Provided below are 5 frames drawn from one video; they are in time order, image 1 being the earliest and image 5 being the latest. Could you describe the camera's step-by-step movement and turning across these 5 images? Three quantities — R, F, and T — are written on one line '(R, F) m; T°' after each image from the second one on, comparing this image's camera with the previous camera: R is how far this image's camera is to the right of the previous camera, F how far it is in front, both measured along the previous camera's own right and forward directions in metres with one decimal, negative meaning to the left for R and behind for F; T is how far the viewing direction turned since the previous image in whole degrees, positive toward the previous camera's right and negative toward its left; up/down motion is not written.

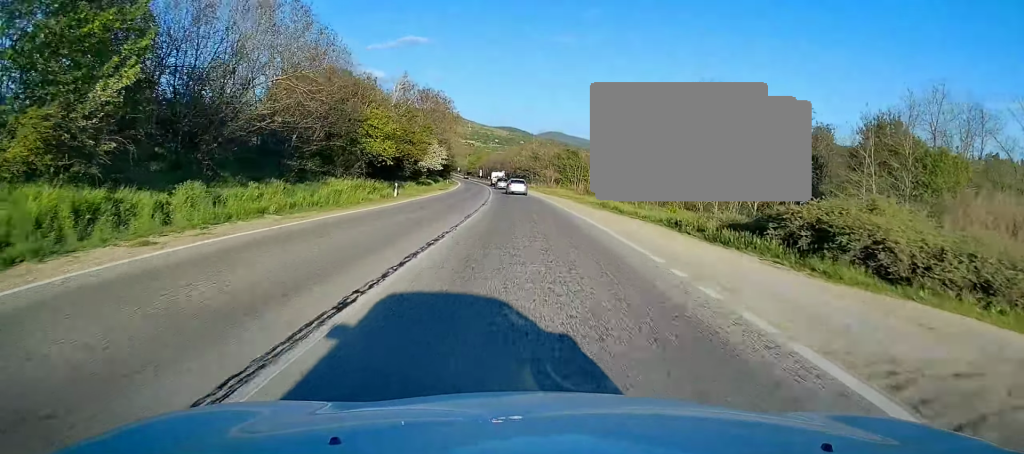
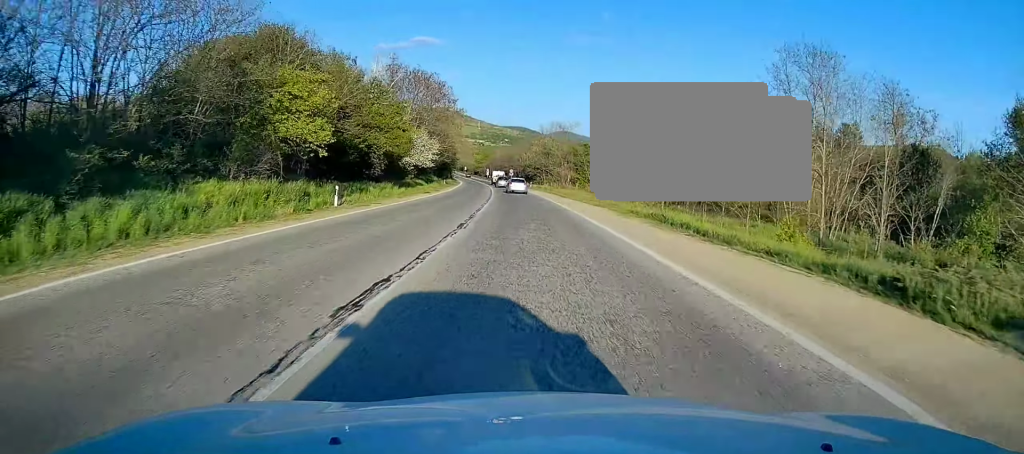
(0.0, +14.6) m; -1°
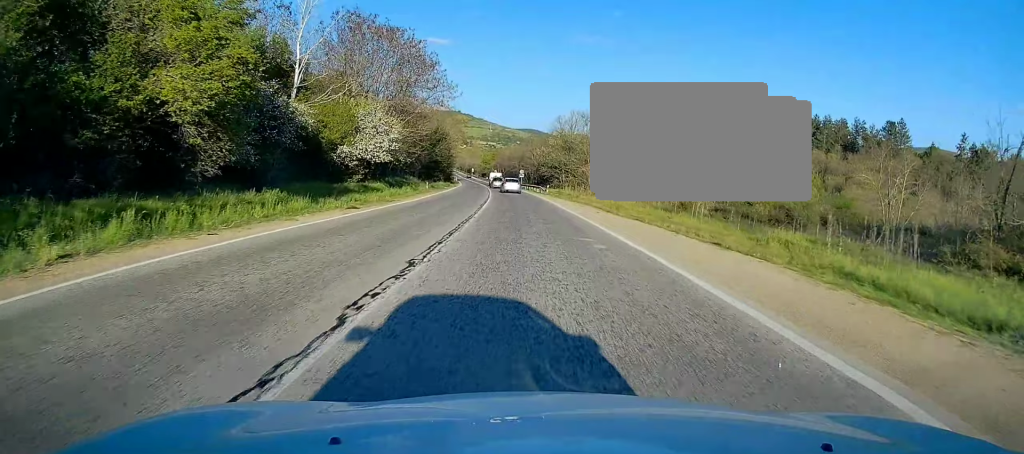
(-0.4, +23.2) m; -1°
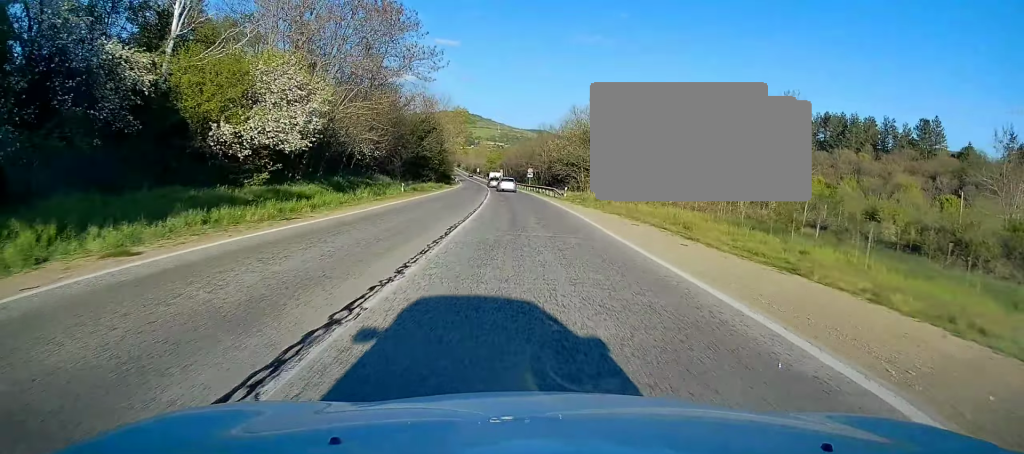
(+0.1, +15.3) m; -2°
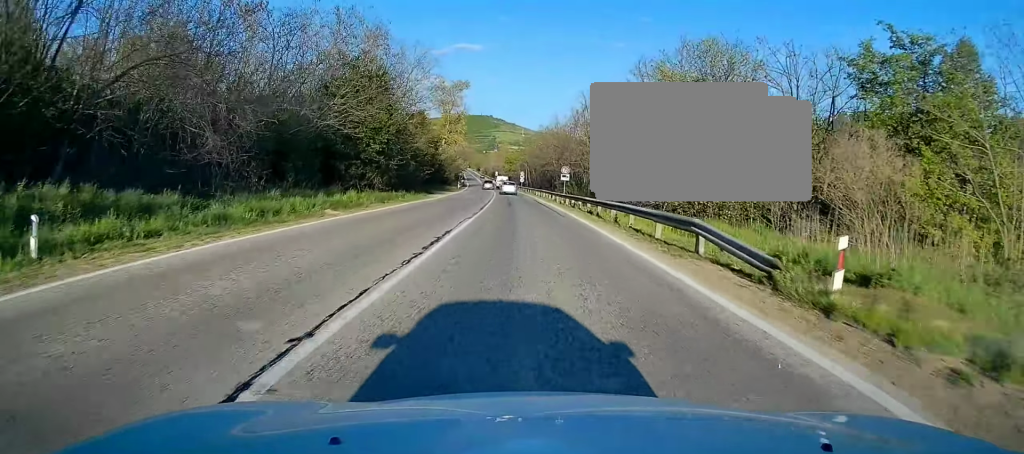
(-1.0, +35.6) m; -2°
